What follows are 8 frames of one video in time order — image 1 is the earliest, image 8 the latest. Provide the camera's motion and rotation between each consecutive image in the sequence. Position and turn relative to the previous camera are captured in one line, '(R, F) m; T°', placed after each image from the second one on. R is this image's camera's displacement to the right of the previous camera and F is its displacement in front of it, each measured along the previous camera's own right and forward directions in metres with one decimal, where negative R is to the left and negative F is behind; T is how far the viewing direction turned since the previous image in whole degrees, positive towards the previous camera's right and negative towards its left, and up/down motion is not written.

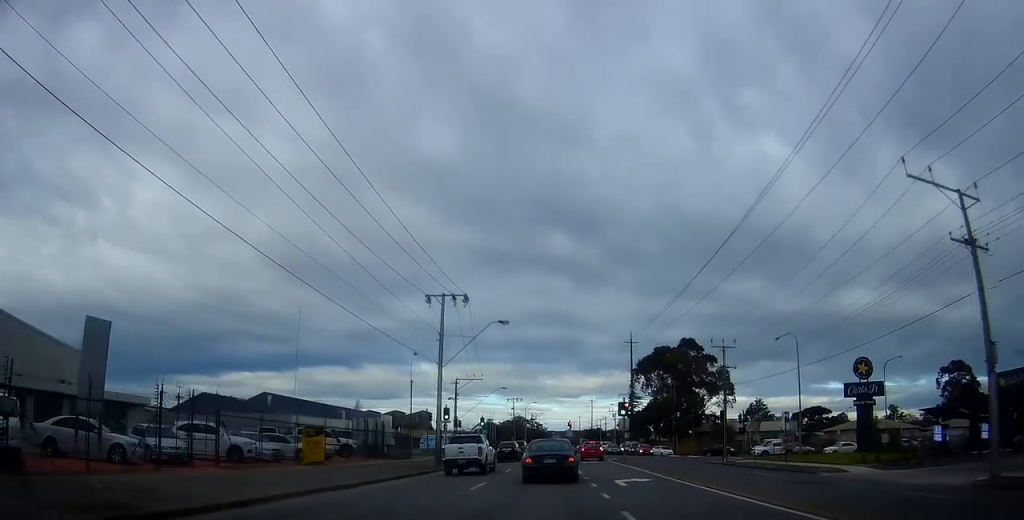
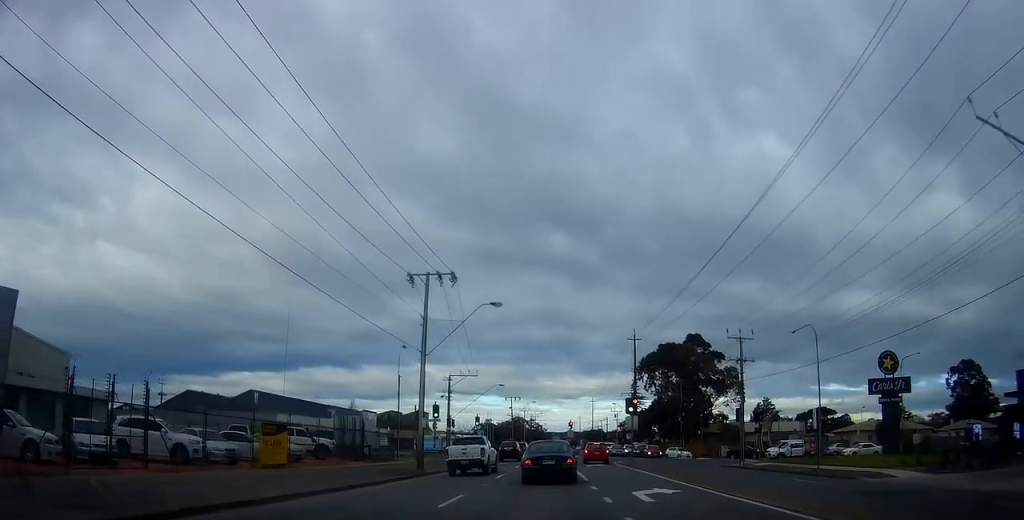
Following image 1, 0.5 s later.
(+0.2, +4.3) m; 0°
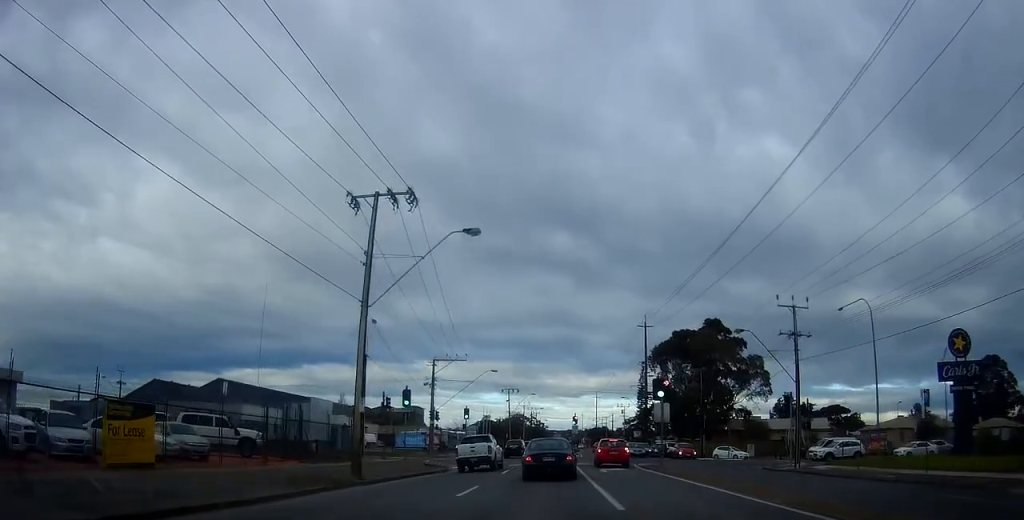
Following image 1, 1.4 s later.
(-0.2, +9.5) m; 0°
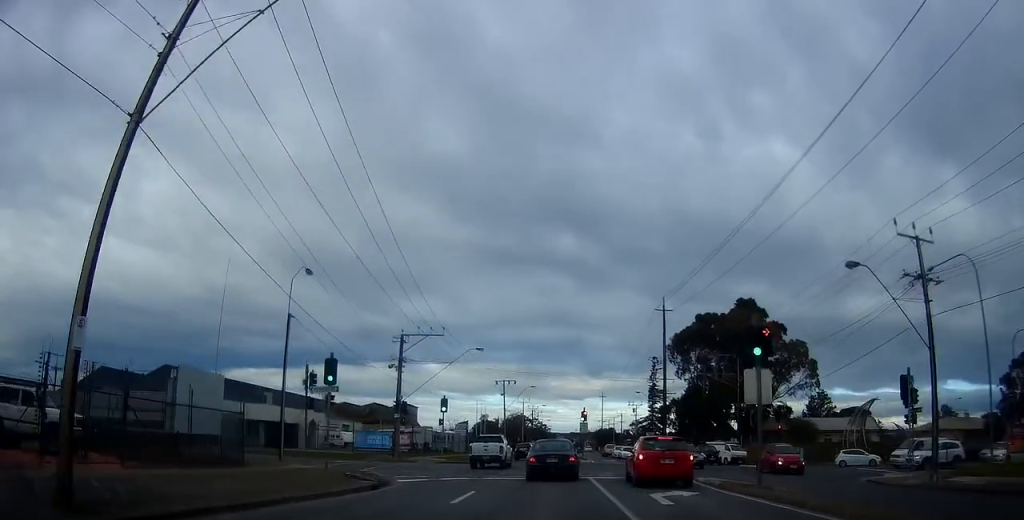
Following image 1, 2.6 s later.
(+0.4, +12.7) m; 0°
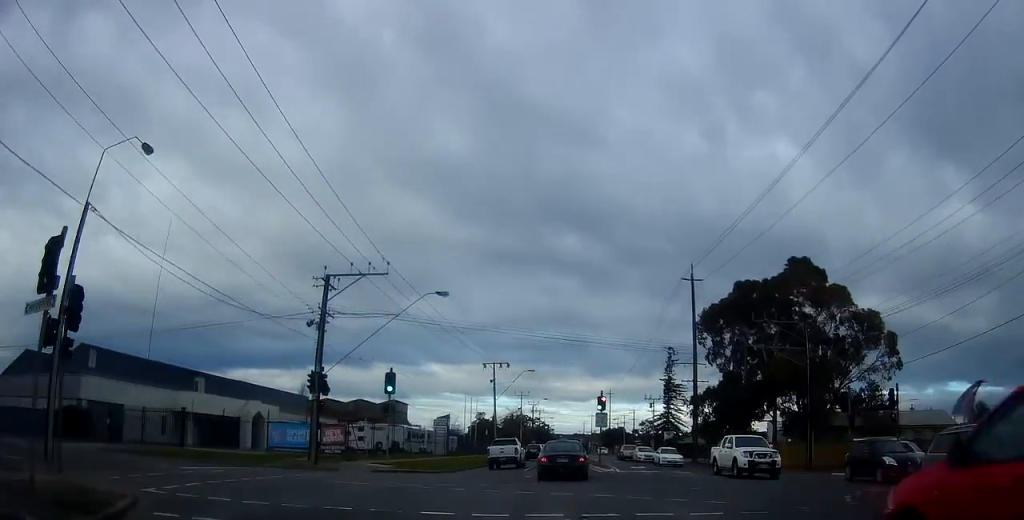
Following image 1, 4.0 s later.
(-0.6, +15.4) m; -2°
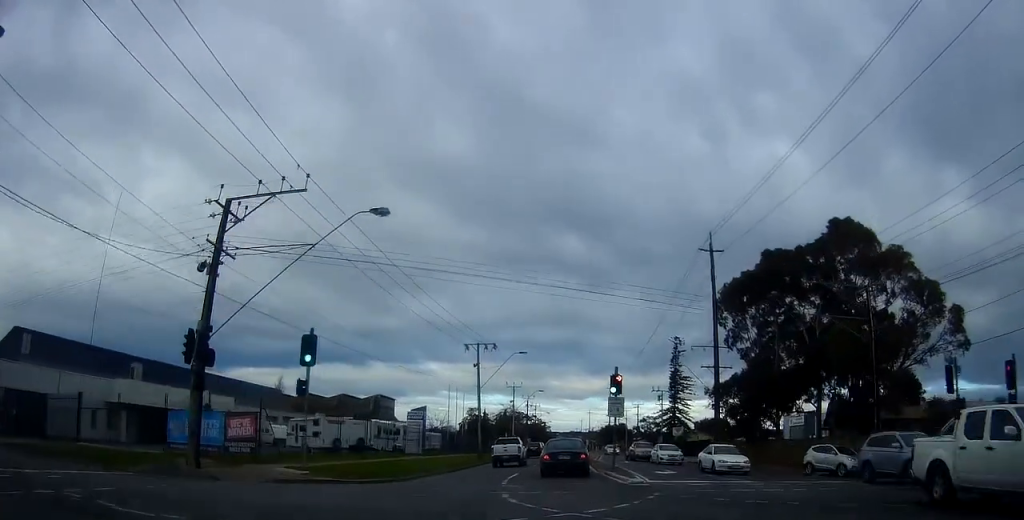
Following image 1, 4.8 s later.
(0.0, +9.7) m; 0°
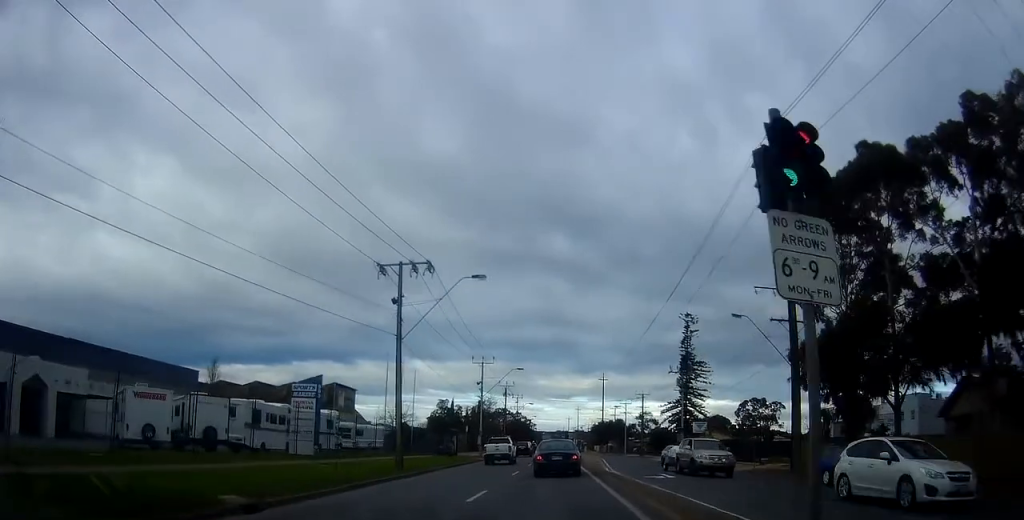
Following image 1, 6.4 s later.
(+0.8, +20.6) m; +4°
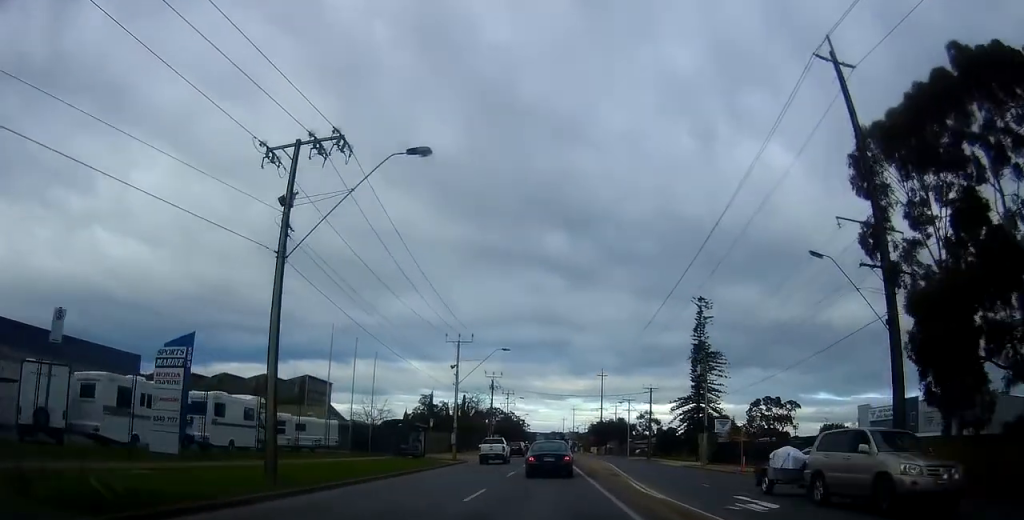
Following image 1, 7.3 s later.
(+0.1, +11.5) m; -1°
